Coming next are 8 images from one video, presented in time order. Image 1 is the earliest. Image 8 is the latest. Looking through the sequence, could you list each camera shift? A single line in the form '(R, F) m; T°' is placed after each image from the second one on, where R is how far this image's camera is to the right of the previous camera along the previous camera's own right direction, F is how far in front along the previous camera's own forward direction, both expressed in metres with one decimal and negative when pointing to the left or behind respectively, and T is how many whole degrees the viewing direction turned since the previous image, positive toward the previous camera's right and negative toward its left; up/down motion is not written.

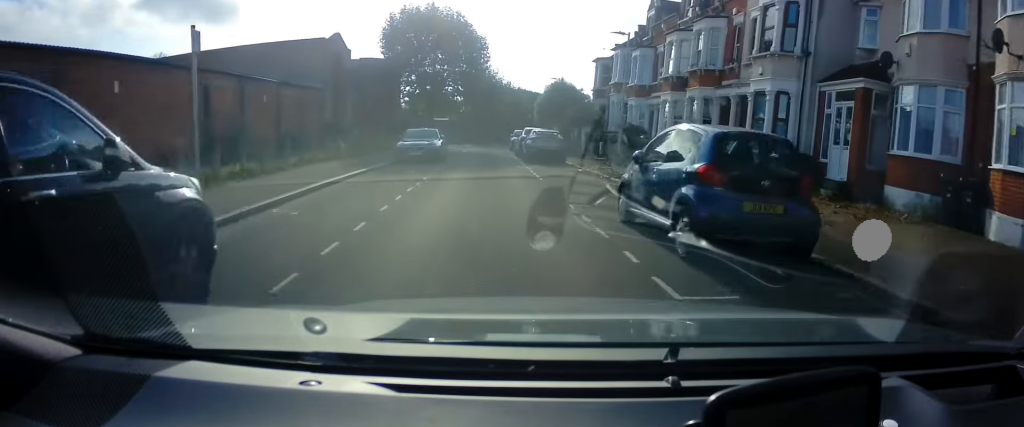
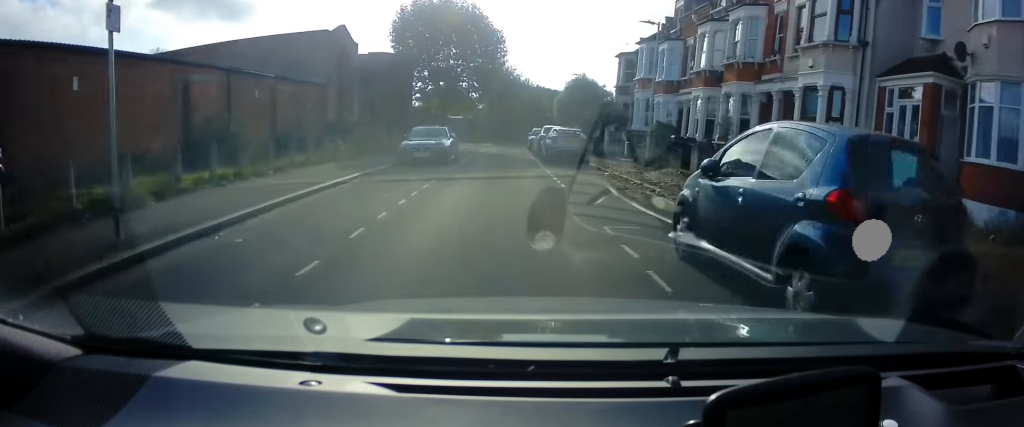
(-0.1, +2.5) m; -3°
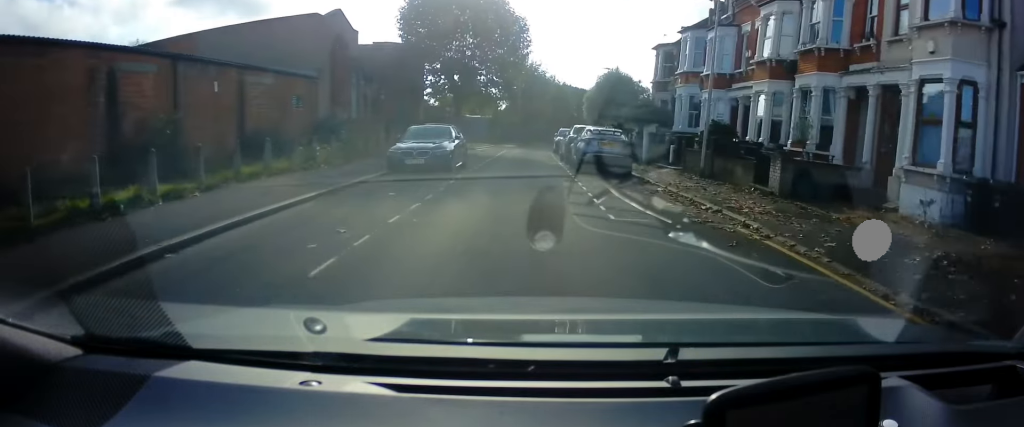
(-0.2, +5.6) m; -2°
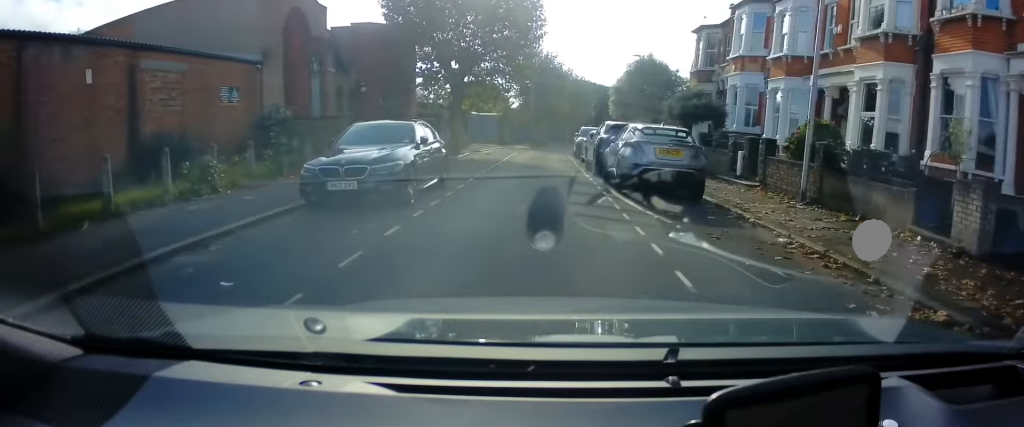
(-0.1, +6.4) m; -2°
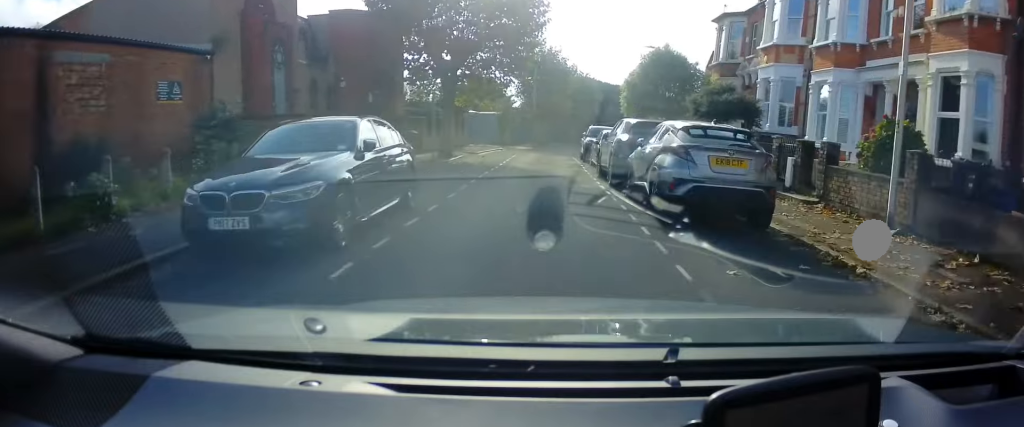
(-0.1, +2.1) m; -1°
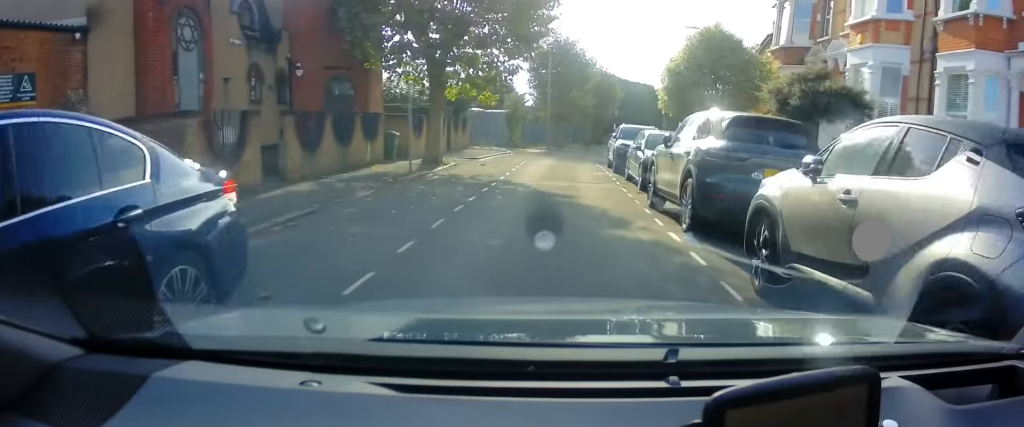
(-0.1, +5.1) m; 0°
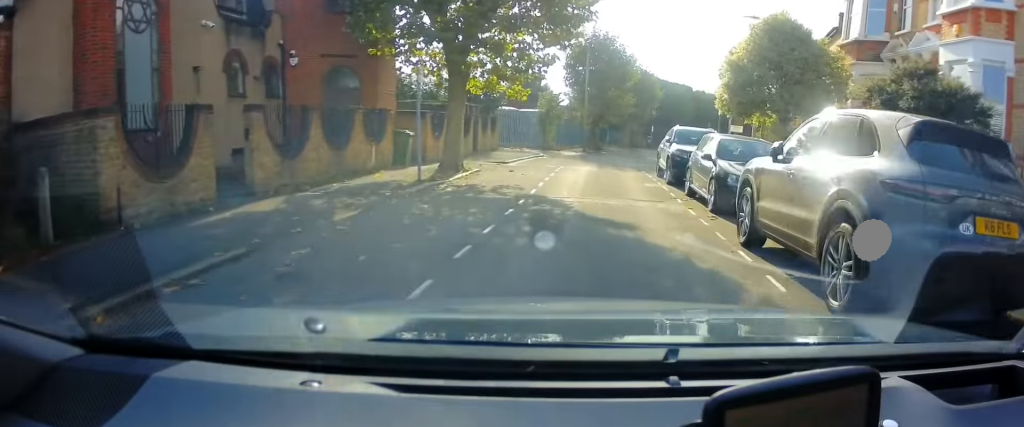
(0.0, +3.9) m; -2°
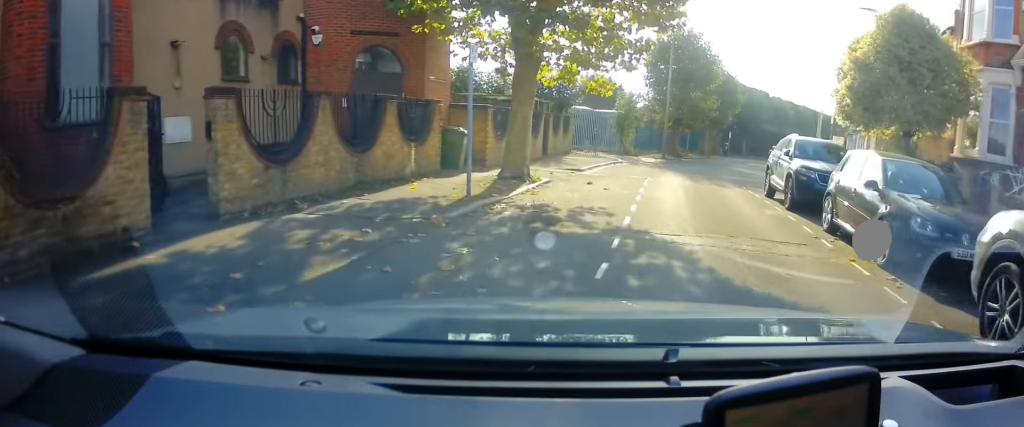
(-0.3, +5.0) m; -5°
